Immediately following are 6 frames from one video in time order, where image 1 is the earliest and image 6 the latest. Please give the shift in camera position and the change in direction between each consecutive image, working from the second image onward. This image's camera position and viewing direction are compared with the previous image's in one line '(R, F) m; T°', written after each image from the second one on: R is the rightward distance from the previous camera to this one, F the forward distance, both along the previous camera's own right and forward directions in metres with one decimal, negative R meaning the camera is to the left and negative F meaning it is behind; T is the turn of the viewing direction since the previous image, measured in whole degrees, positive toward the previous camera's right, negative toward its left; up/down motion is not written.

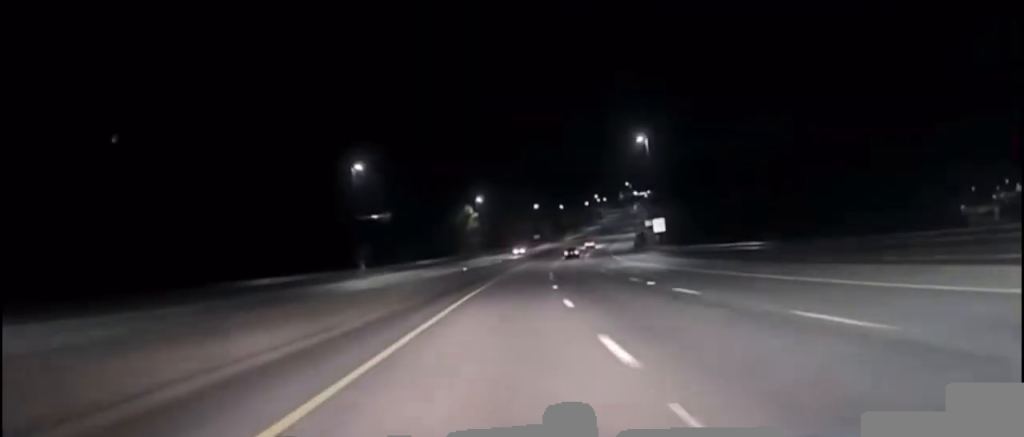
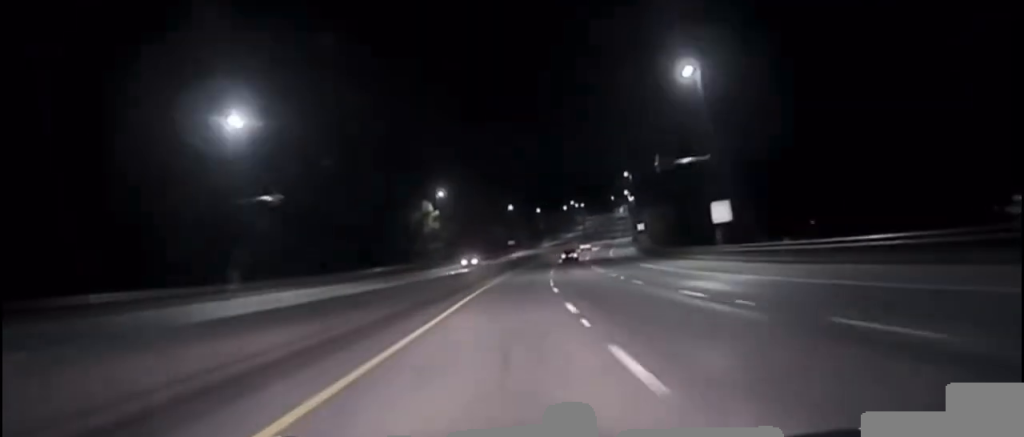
(+0.4, +32.9) m; +1°
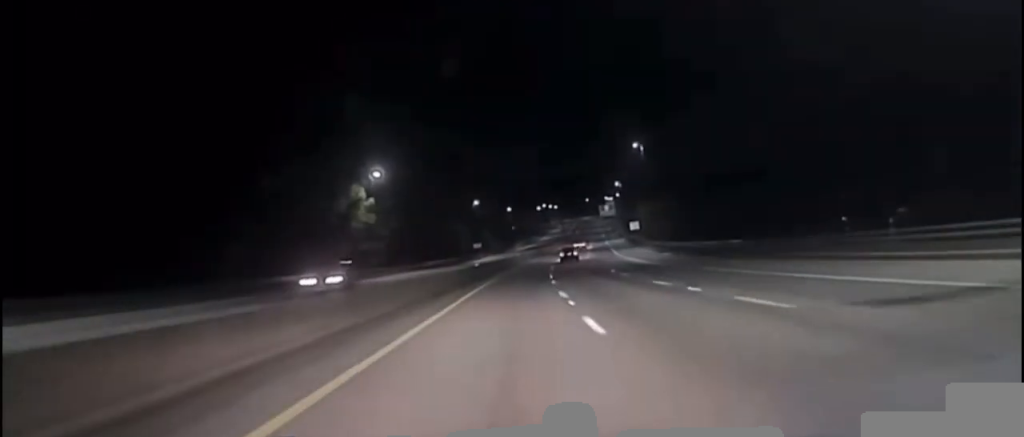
(+0.5, +32.7) m; +1°
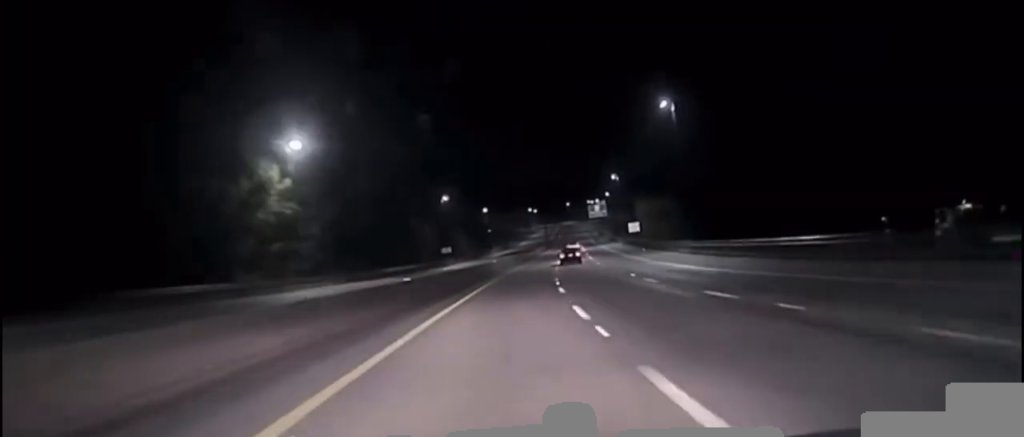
(+0.2, +23.9) m; +1°
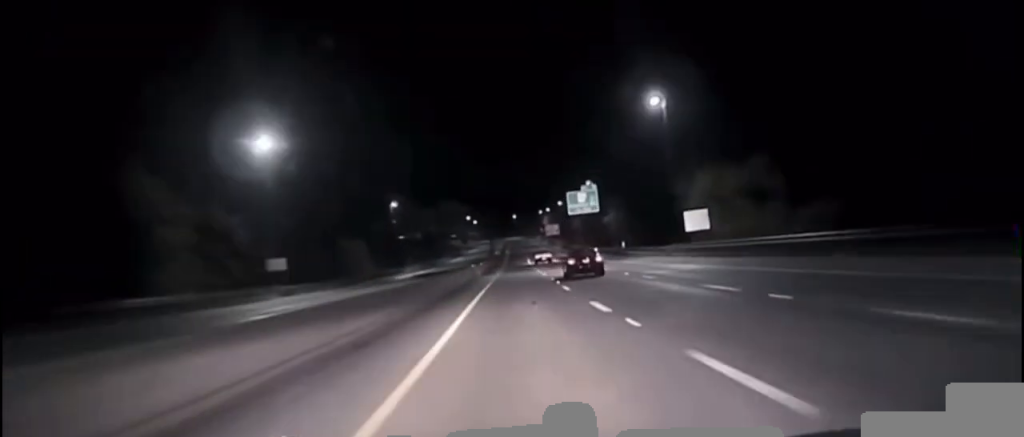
(+2.5, +82.9) m; +3°
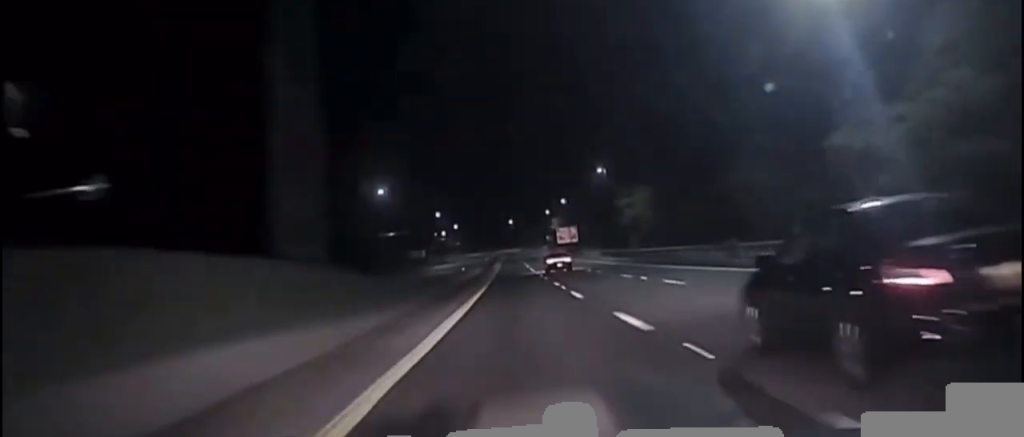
(+1.7, +149.8) m; 0°
